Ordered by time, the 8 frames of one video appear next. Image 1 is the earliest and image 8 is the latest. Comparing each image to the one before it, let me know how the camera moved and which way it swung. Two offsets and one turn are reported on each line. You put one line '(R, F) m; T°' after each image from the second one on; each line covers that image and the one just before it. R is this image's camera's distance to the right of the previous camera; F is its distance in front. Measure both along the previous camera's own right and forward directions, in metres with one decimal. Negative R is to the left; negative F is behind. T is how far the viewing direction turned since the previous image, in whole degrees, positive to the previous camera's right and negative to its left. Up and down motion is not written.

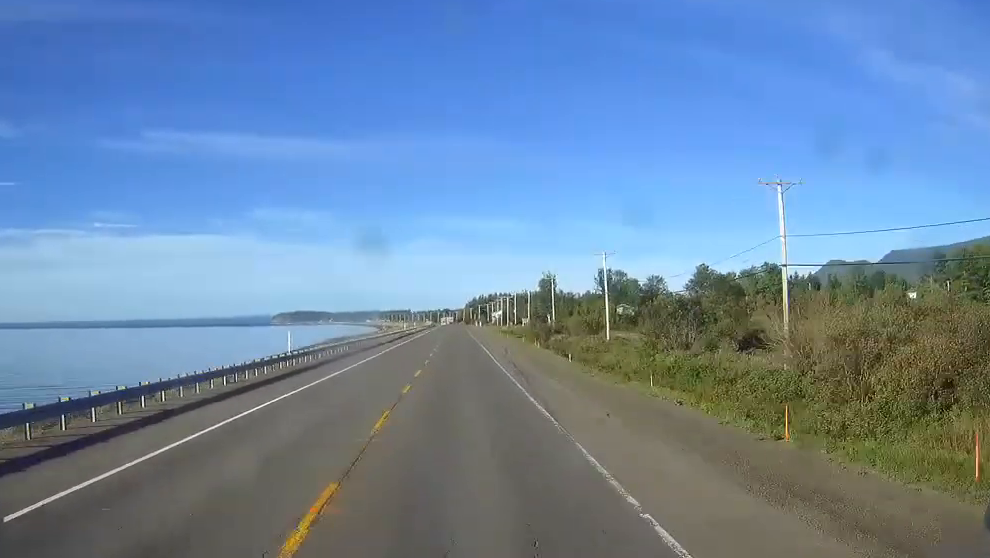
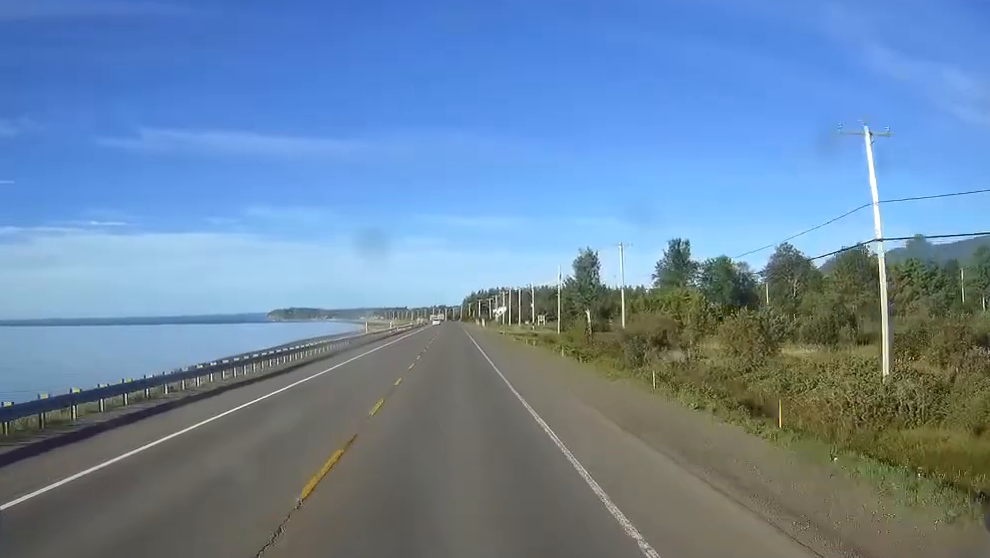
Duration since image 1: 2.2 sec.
(-0.2, +61.1) m; 0°
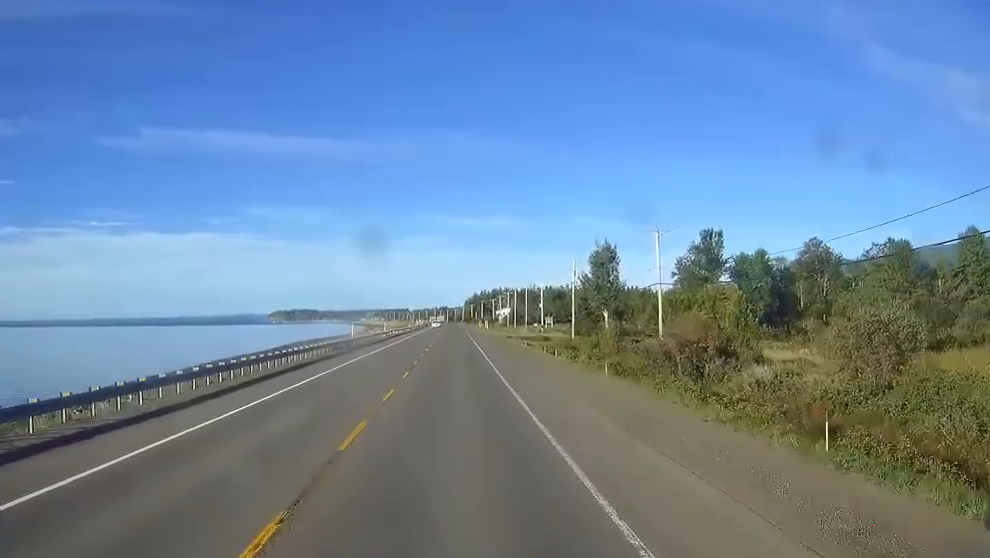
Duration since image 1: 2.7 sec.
(0.0, +13.9) m; 0°
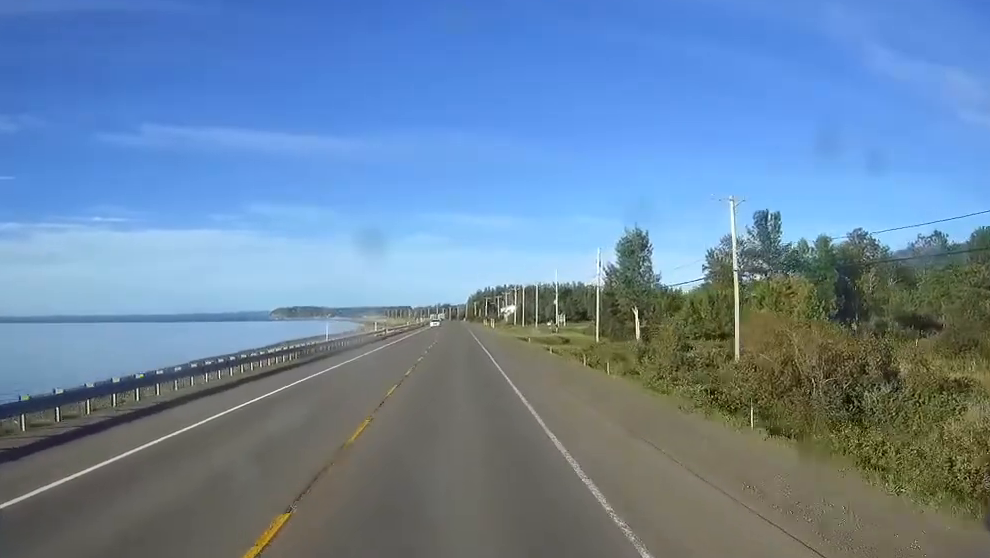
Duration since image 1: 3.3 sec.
(0.0, +17.6) m; 0°
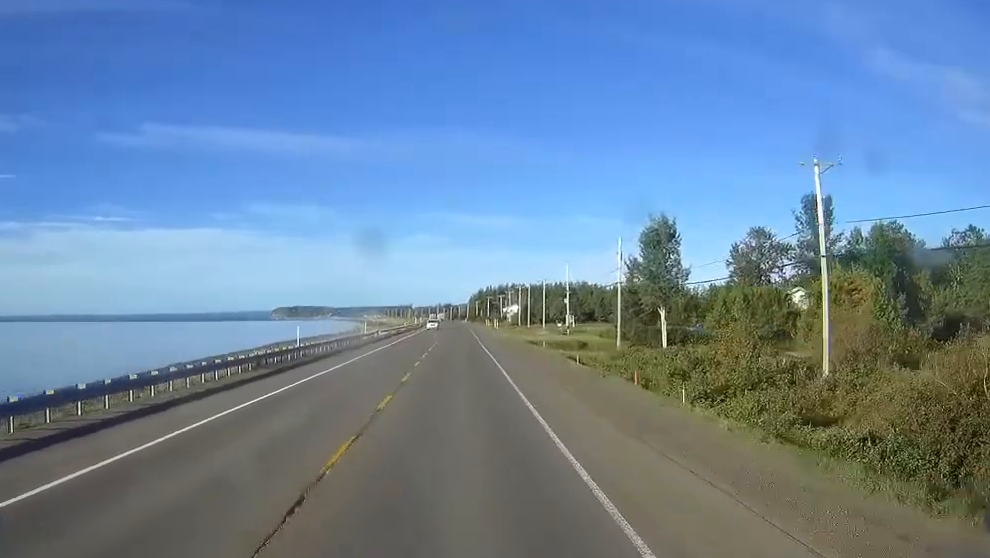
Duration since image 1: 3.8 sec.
(0.0, +12.0) m; 0°
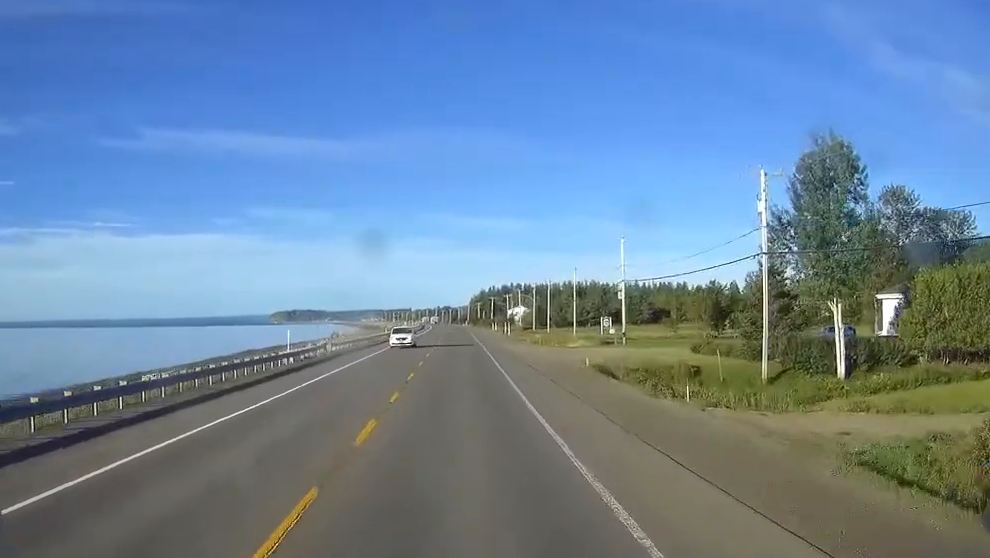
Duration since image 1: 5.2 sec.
(0.0, +40.8) m; 0°
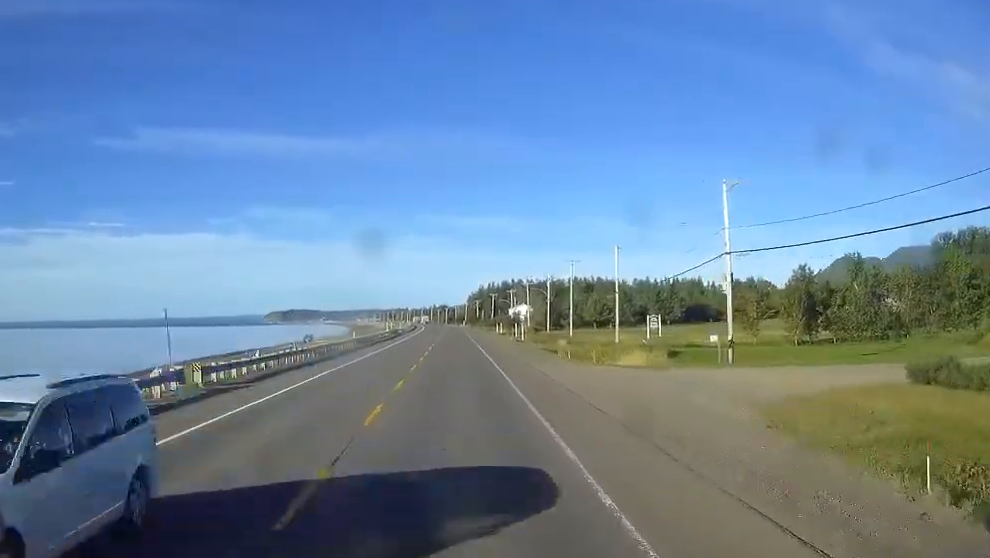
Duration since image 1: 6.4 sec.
(0.0, +32.3) m; 0°
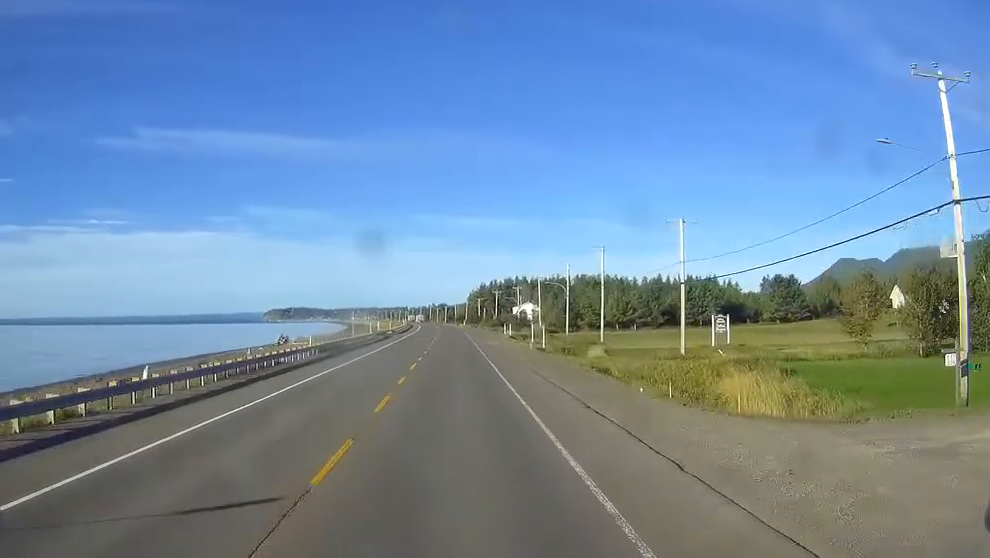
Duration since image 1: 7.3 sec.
(0.0, +24.0) m; 0°
